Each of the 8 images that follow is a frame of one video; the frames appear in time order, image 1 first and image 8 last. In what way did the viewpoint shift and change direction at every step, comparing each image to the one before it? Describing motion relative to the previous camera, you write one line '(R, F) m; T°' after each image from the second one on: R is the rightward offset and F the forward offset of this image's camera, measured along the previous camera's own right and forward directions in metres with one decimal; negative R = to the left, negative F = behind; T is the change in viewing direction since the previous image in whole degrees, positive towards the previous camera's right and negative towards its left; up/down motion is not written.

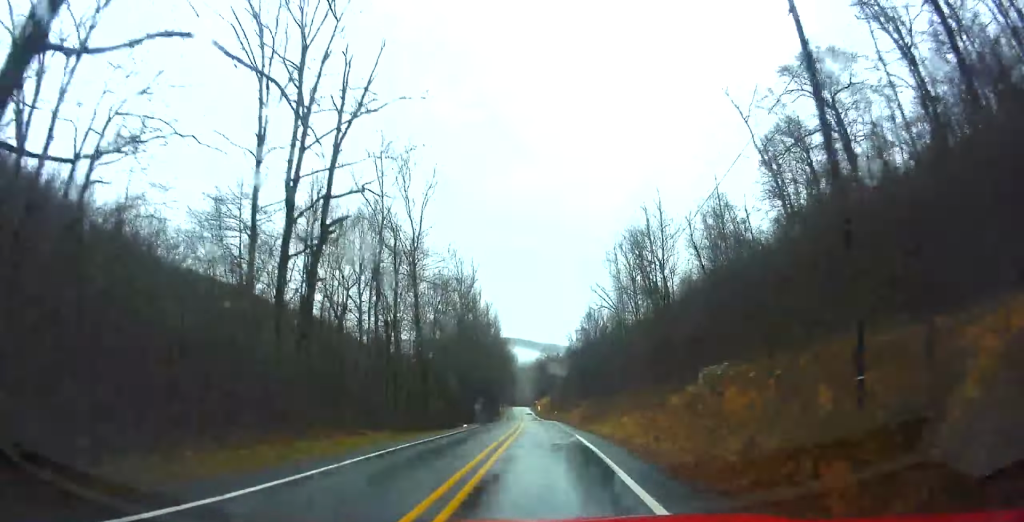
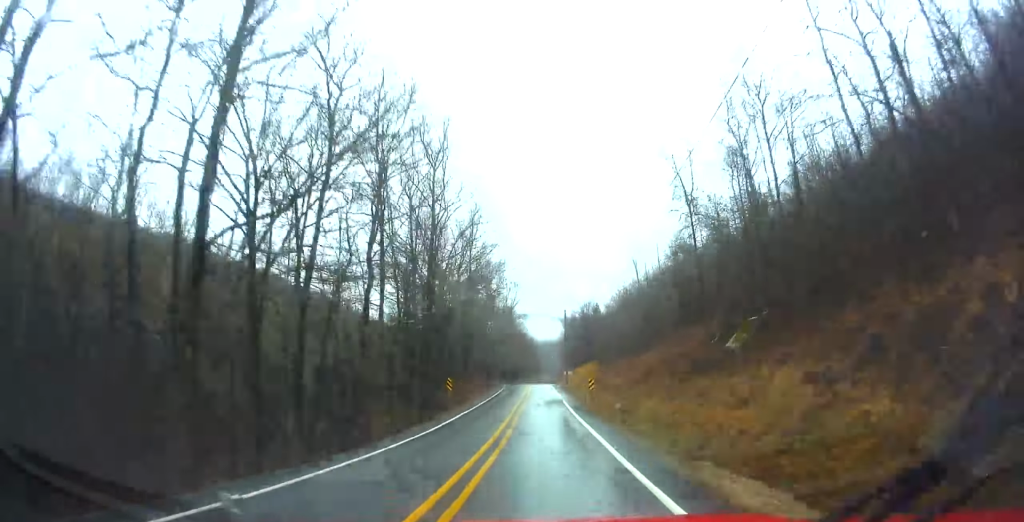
(-2.2, +92.7) m; -2°
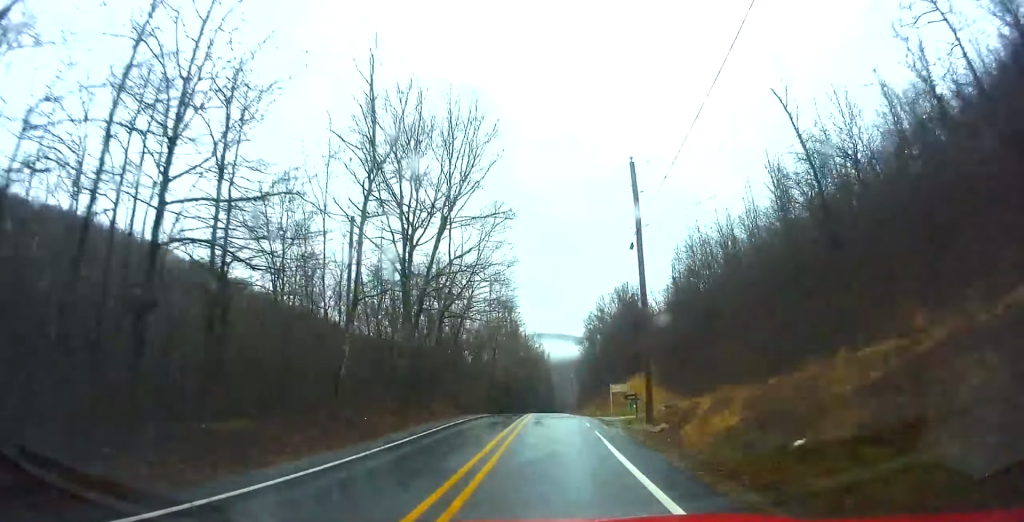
(-0.2, +57.9) m; -1°
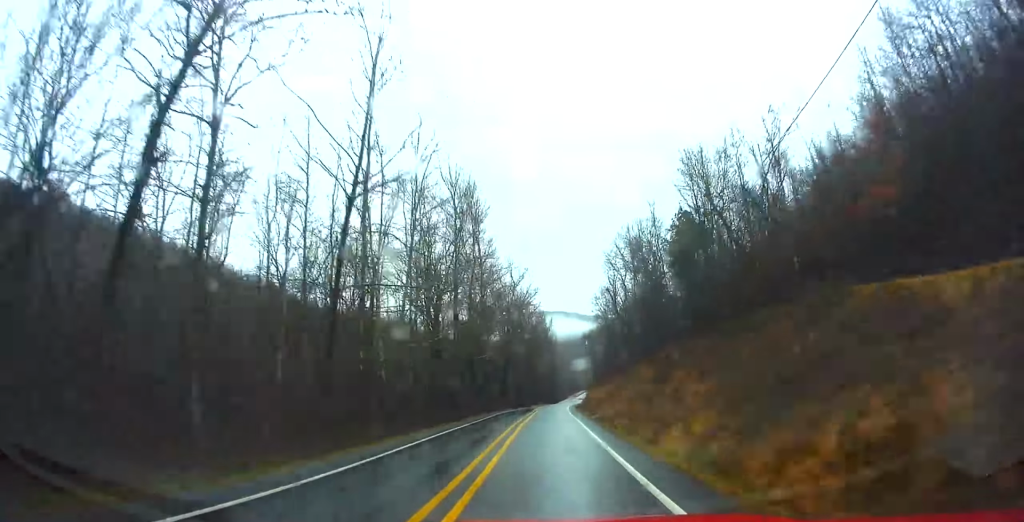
(-1.3, +55.8) m; -1°
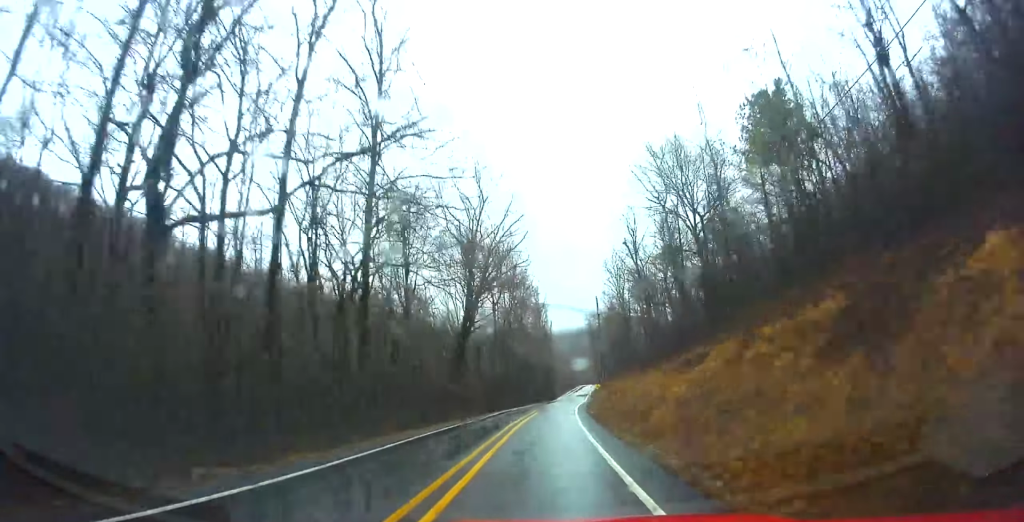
(+0.4, +35.3) m; +1°
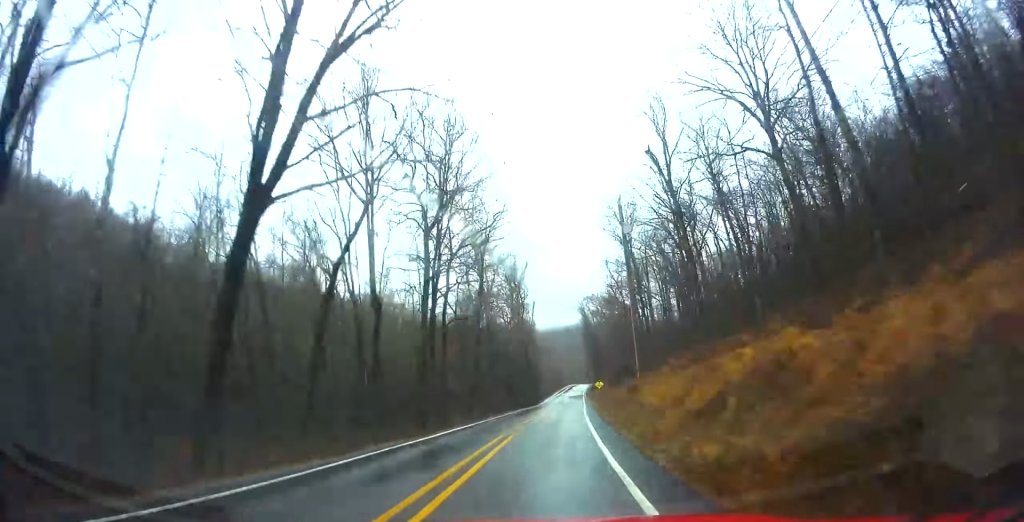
(+0.1, +33.4) m; +1°
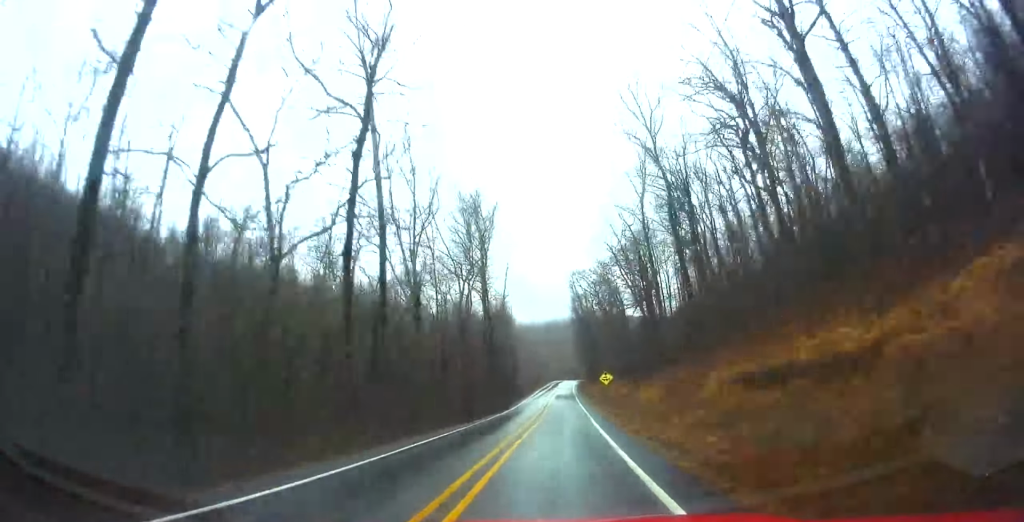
(+0.5, +29.5) m; +1°
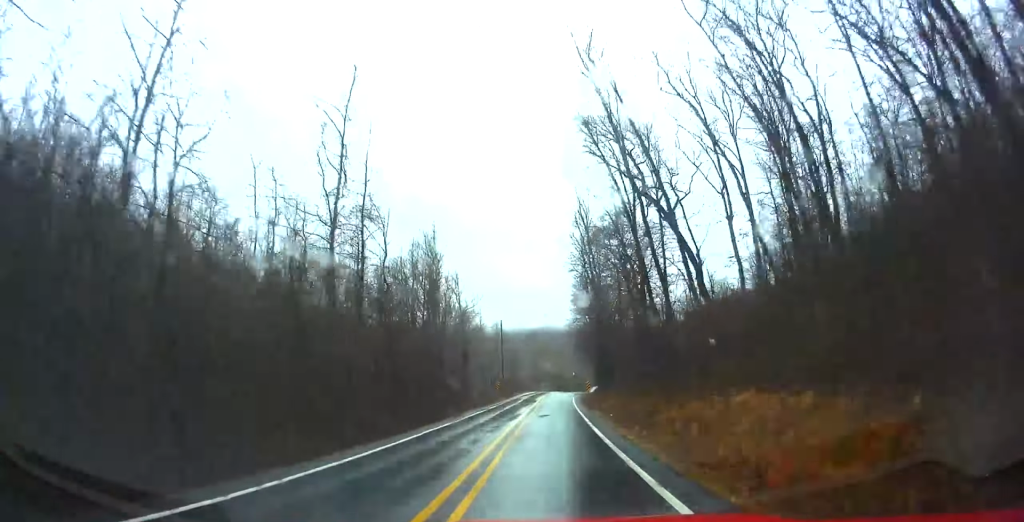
(+2.0, +74.6) m; +3°
